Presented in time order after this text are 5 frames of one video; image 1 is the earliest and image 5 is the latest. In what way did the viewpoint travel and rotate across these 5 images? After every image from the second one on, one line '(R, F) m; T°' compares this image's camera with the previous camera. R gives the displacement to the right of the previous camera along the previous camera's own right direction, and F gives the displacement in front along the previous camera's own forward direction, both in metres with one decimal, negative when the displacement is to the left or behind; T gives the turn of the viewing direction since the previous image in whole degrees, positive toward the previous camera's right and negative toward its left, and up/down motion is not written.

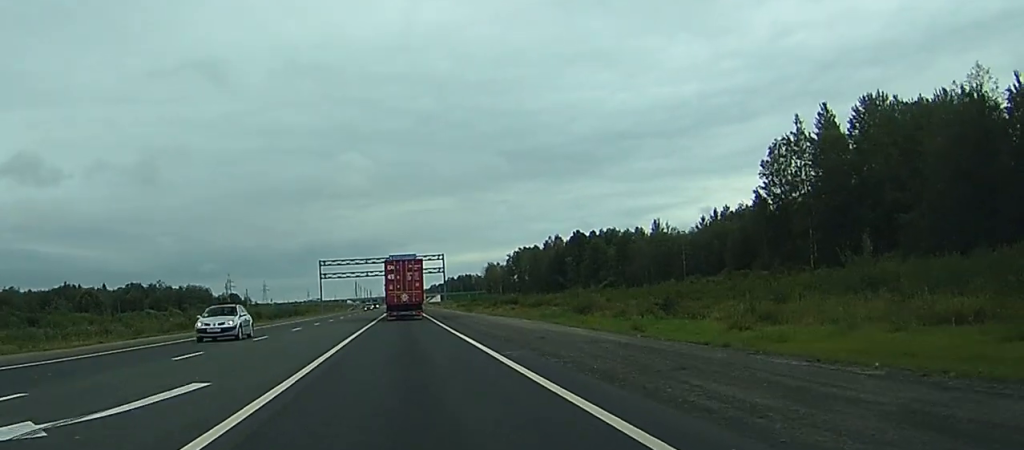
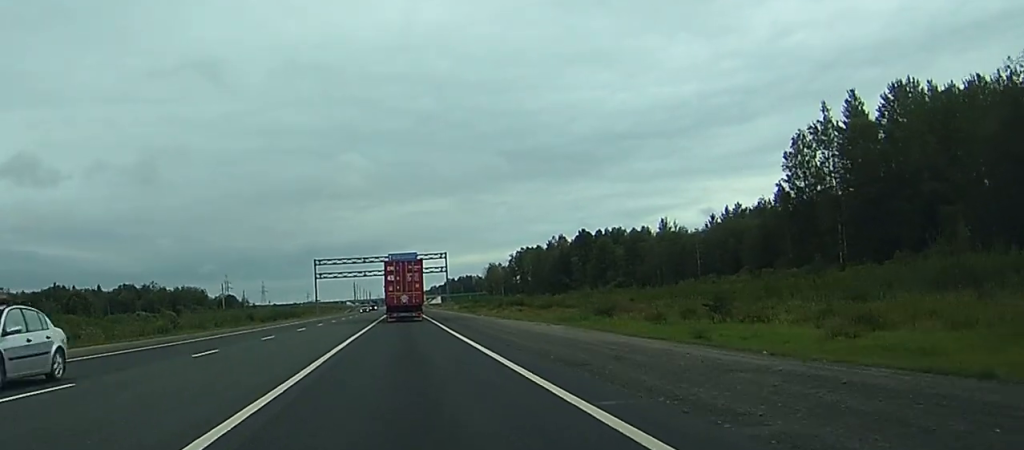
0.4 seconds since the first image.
(0.0, +9.6) m; 0°
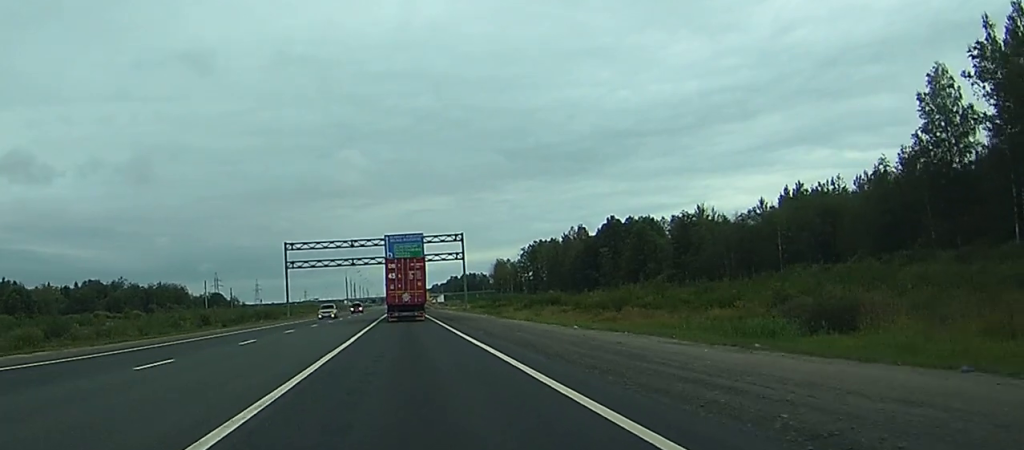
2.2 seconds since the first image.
(+0.3, +39.6) m; 0°
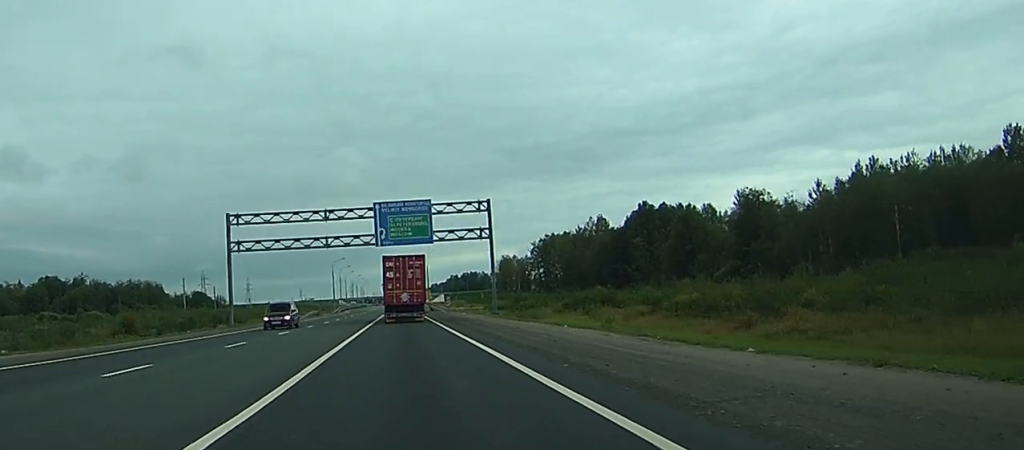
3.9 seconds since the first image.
(-0.6, +36.7) m; -1°
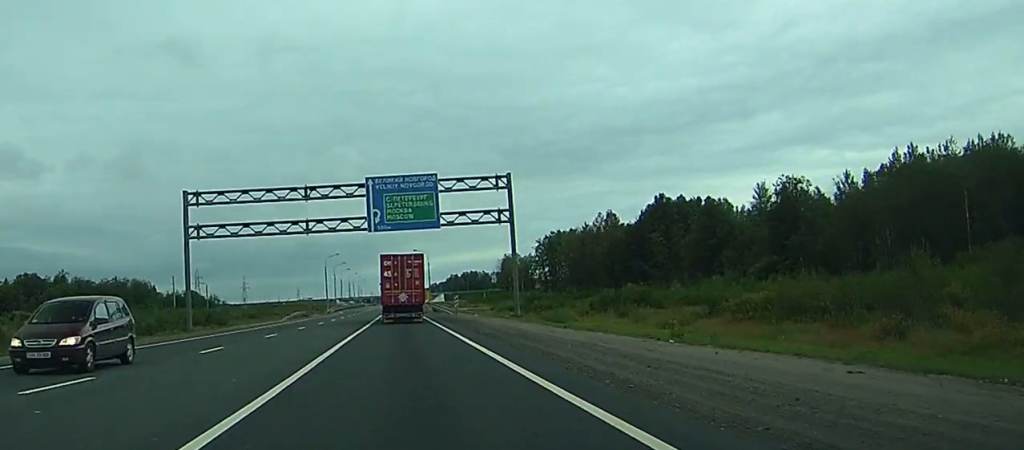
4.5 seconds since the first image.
(0.0, +15.3) m; 0°
